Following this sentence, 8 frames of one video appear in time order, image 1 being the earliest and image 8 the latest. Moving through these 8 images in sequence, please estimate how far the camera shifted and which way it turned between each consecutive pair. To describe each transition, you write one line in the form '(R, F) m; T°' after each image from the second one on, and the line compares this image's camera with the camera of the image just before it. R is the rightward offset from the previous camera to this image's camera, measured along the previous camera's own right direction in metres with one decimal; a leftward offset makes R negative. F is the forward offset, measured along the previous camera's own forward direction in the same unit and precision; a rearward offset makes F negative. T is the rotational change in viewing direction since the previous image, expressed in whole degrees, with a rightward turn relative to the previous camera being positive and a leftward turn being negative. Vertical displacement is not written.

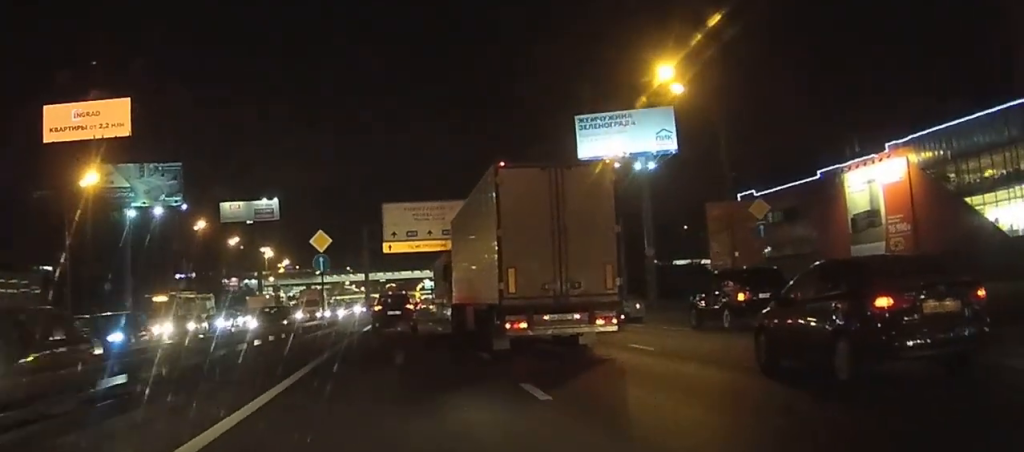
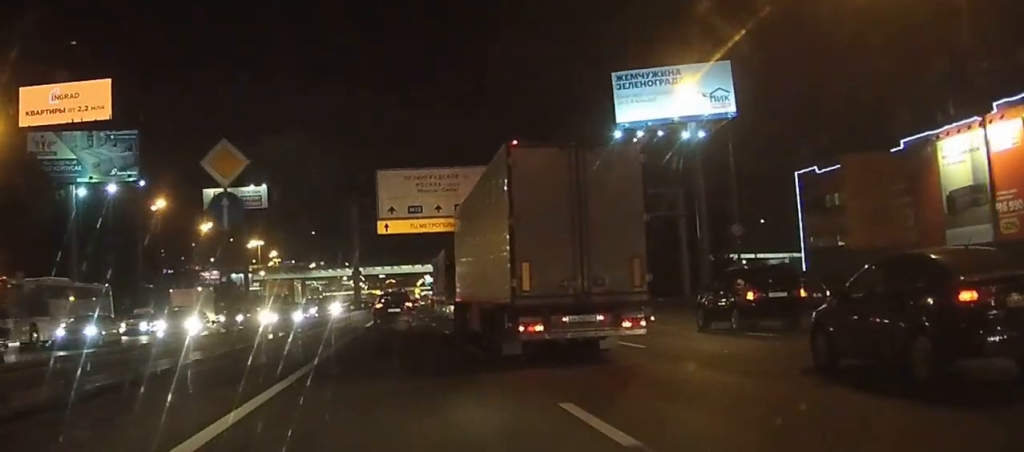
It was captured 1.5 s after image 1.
(+0.2, +18.6) m; +1°
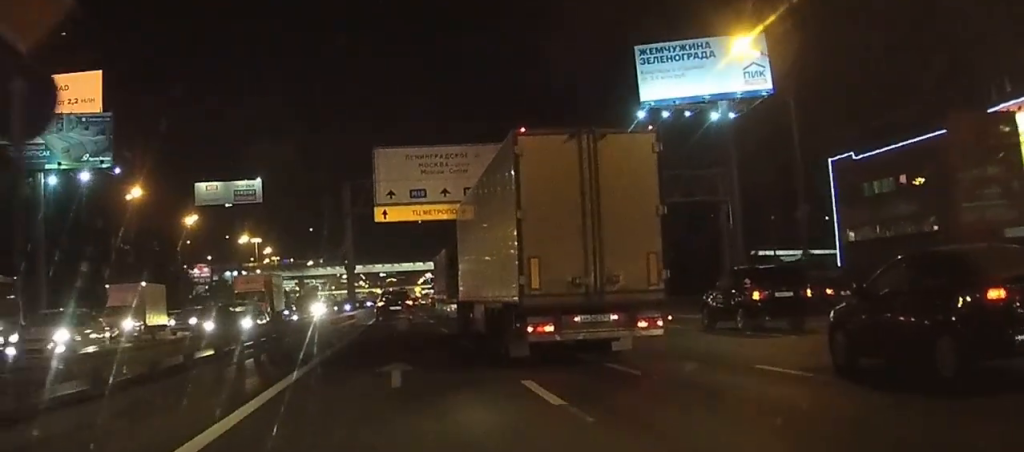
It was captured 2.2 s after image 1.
(0.0, +8.5) m; 0°
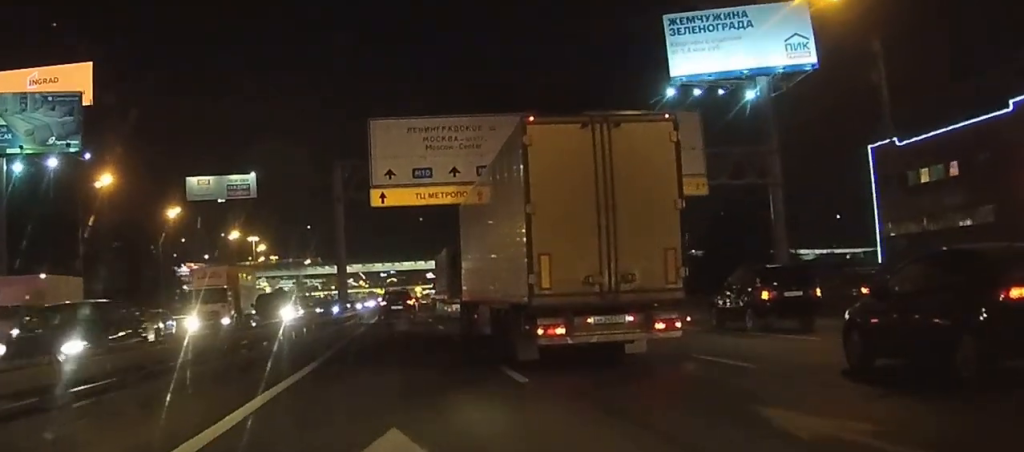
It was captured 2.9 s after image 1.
(0.0, +8.5) m; -1°
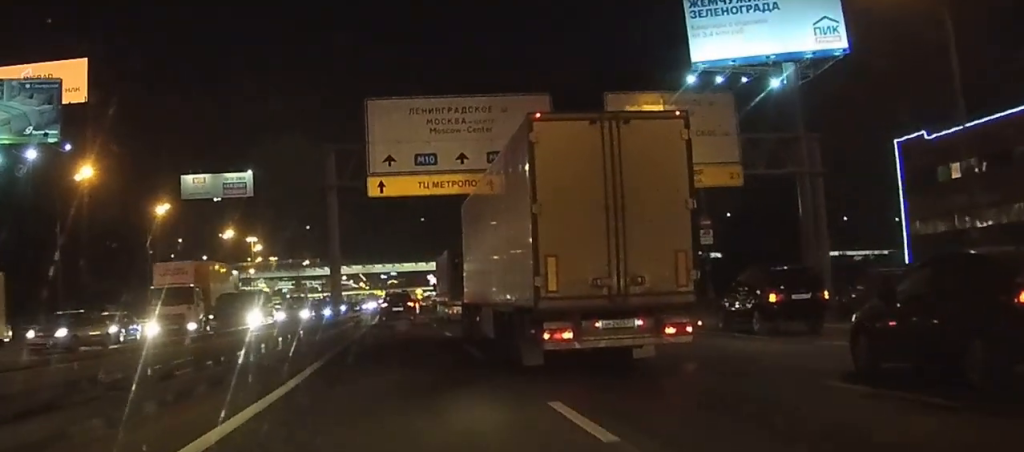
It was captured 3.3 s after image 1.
(+0.1, +4.9) m; -1°
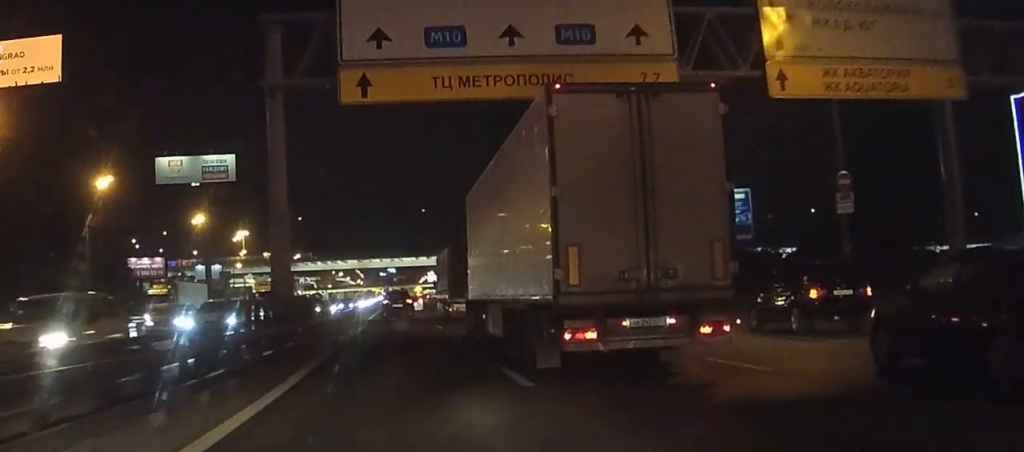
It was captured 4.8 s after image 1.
(-0.6, +18.1) m; -1°
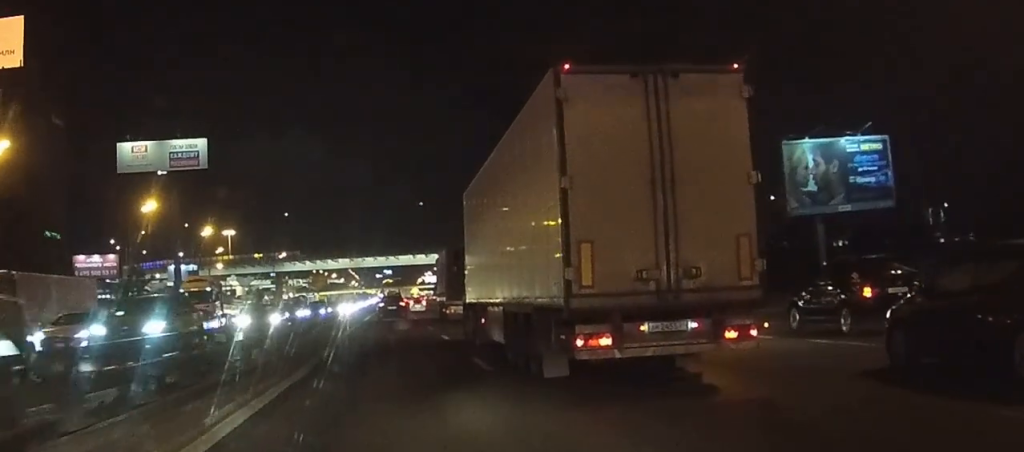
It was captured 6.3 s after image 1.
(+0.7, +19.7) m; +2°
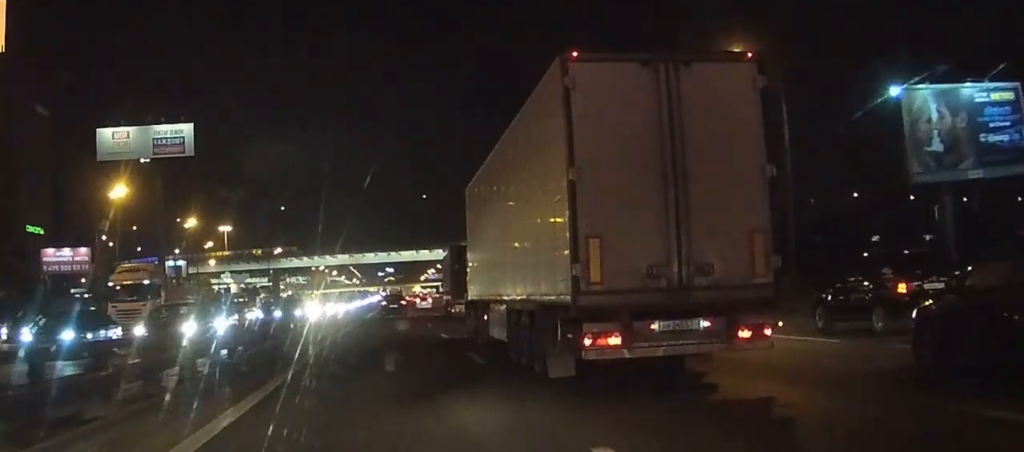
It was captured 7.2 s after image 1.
(0.0, +11.0) m; 0°
